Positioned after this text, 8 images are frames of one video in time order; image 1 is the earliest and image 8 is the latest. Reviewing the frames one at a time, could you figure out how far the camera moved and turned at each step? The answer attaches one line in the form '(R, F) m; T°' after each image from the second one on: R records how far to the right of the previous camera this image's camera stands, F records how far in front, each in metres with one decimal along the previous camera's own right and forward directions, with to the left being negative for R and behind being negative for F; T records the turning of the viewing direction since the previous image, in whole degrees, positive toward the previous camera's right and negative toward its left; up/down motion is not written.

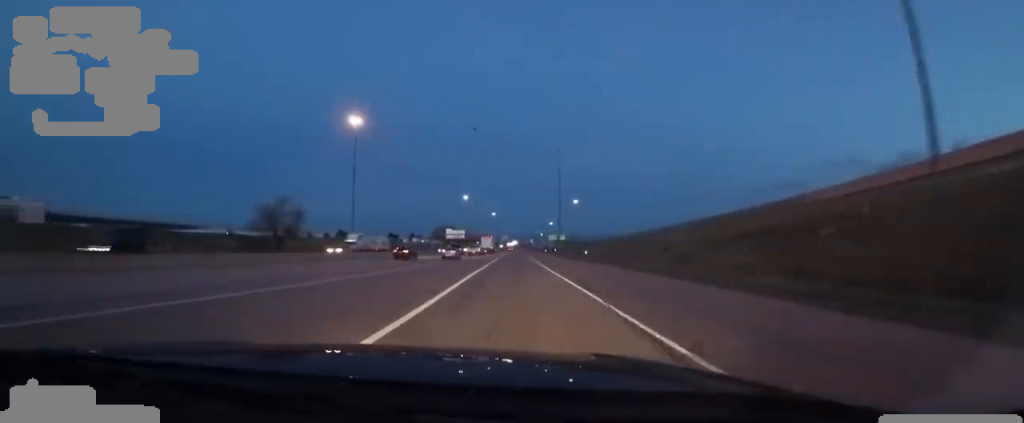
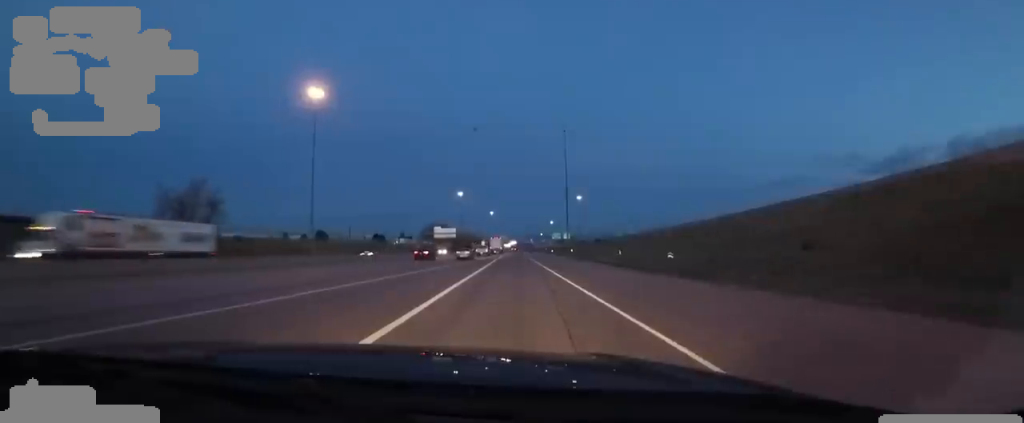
(-1.0, +30.0) m; 0°
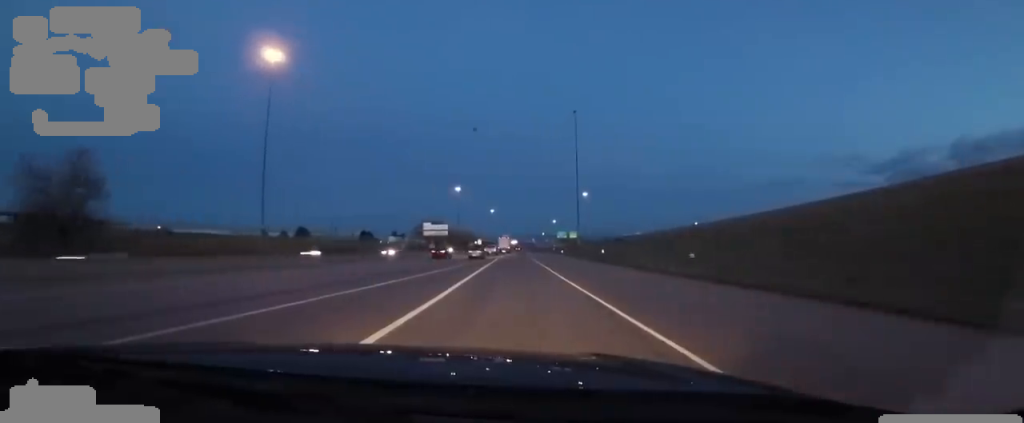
(+1.0, +24.9) m; +2°
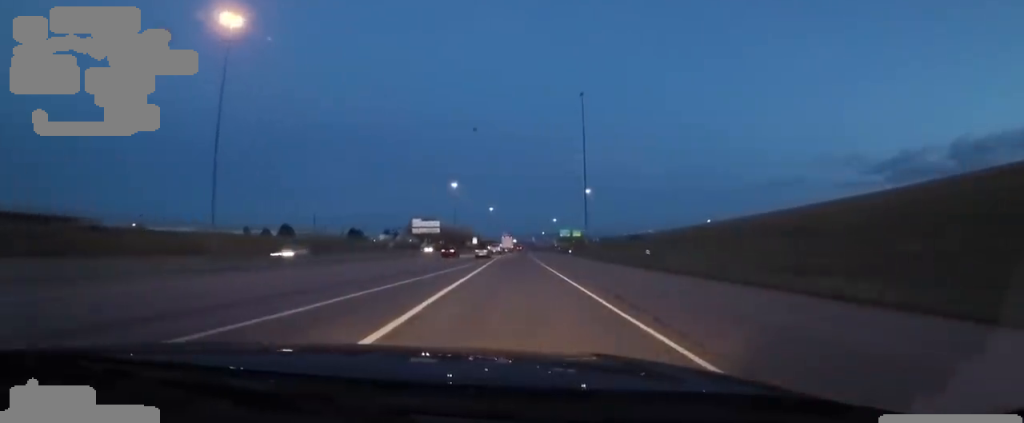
(0.0, +16.8) m; -1°
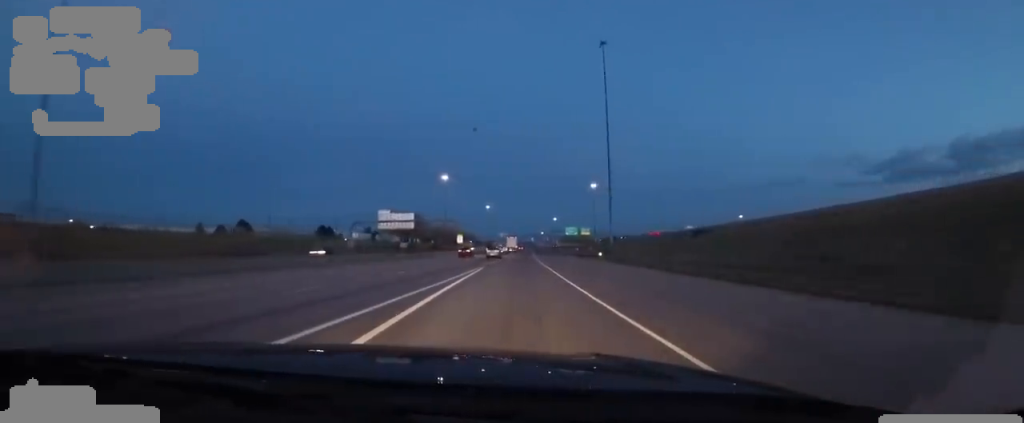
(-0.9, +34.0) m; -1°
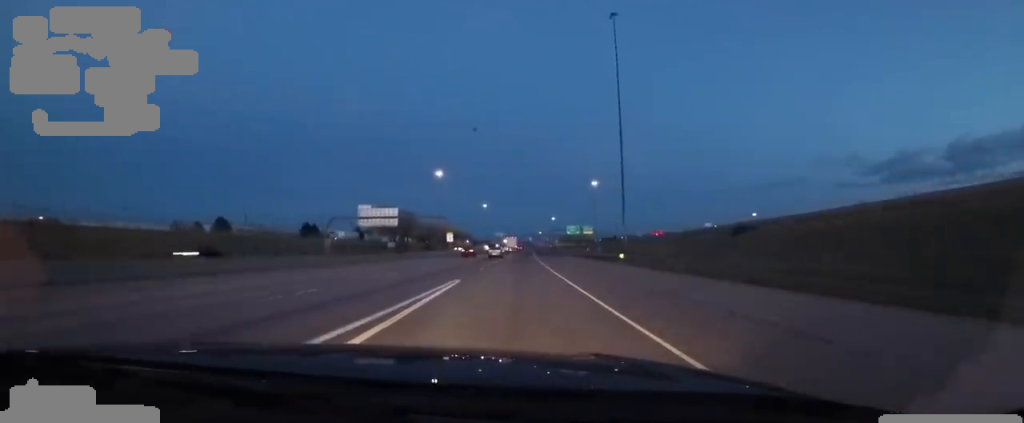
(-0.1, +12.9) m; +1°
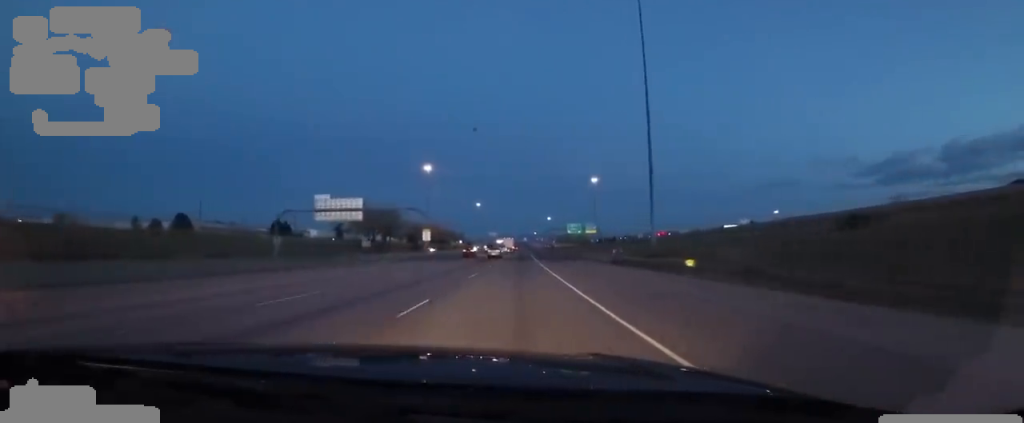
(+0.7, +19.5) m; +2°
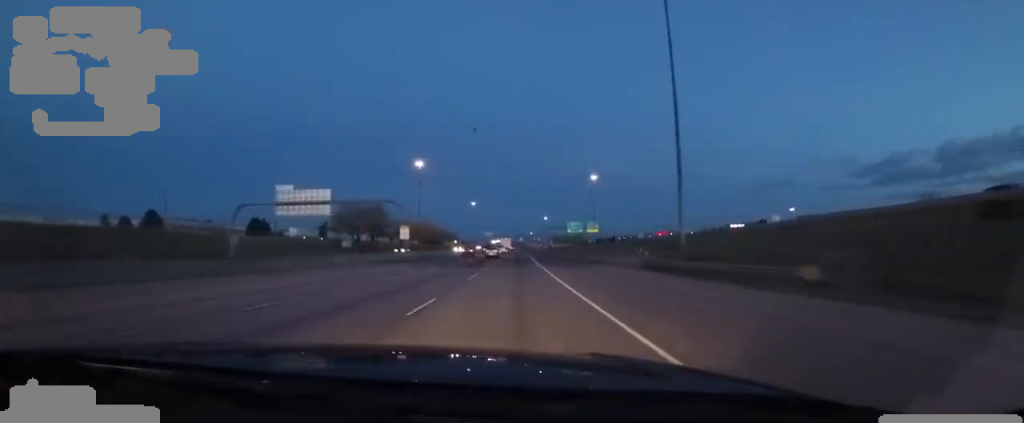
(+0.1, +12.3) m; 0°
